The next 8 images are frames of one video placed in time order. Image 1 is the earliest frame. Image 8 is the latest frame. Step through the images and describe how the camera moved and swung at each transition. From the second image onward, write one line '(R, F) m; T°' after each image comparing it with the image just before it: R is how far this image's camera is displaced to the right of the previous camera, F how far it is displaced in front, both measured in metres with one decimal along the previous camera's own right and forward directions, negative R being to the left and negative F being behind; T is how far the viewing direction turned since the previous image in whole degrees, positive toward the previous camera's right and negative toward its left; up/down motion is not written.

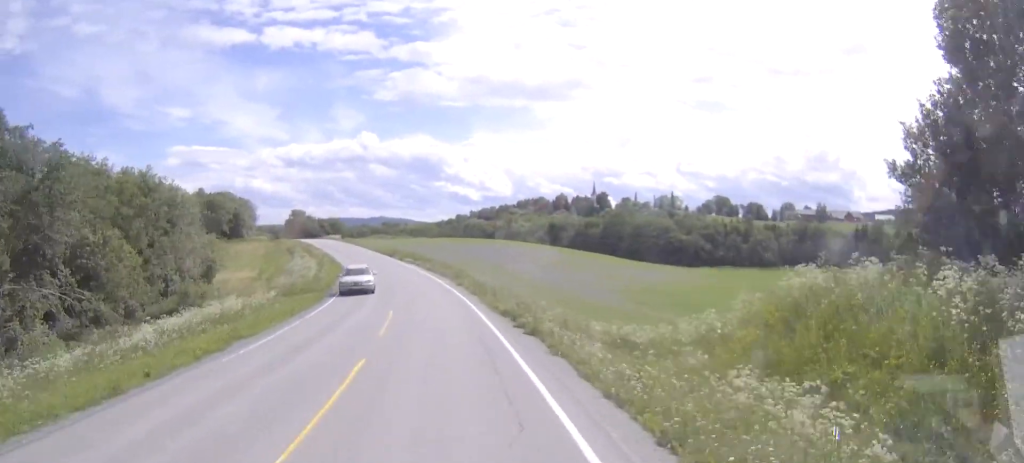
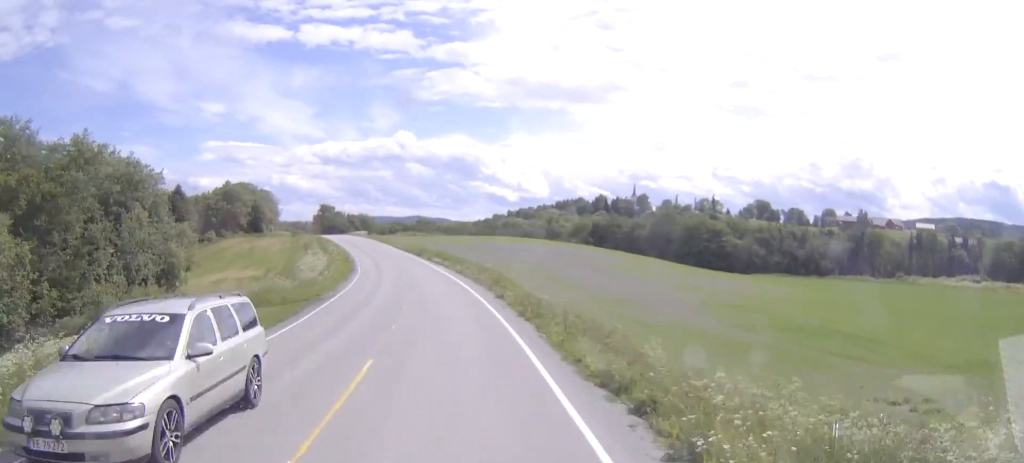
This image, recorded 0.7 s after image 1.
(-0.2, +12.4) m; -2°
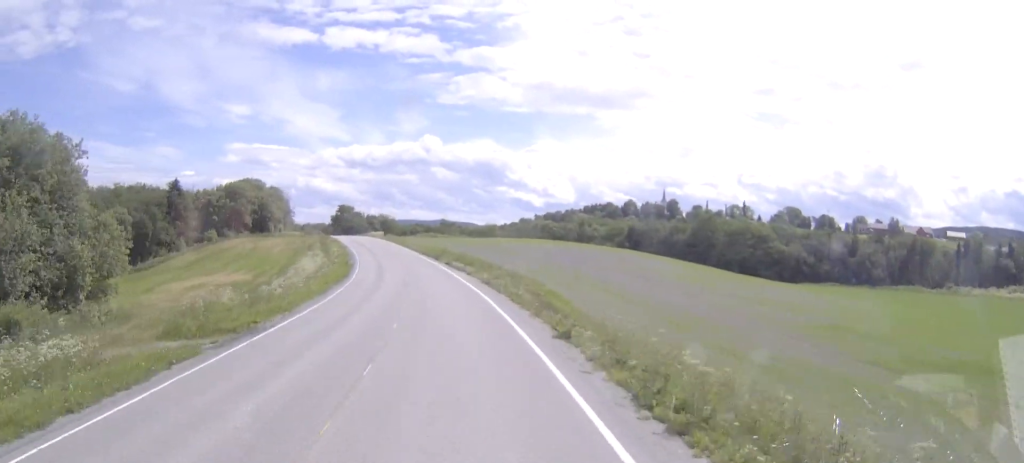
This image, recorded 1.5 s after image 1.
(-0.2, +13.2) m; -2°
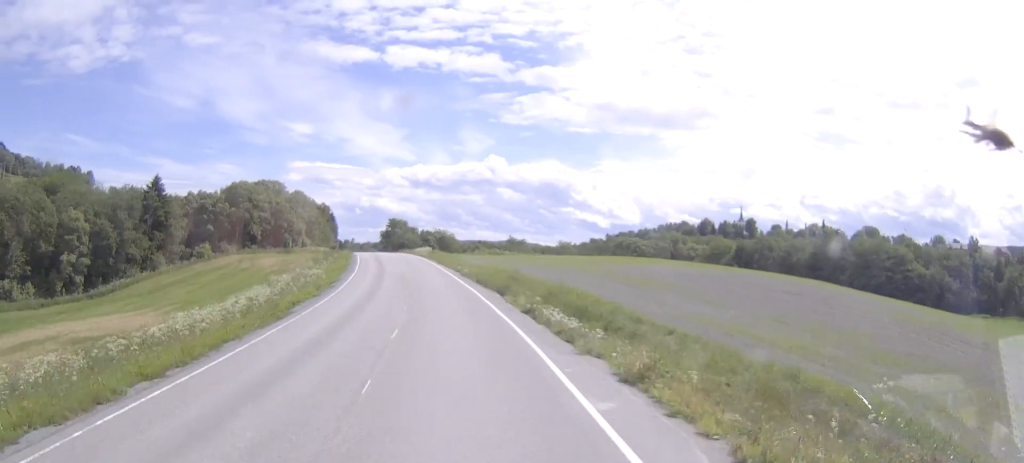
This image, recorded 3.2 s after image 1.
(-1.4, +31.1) m; -5°
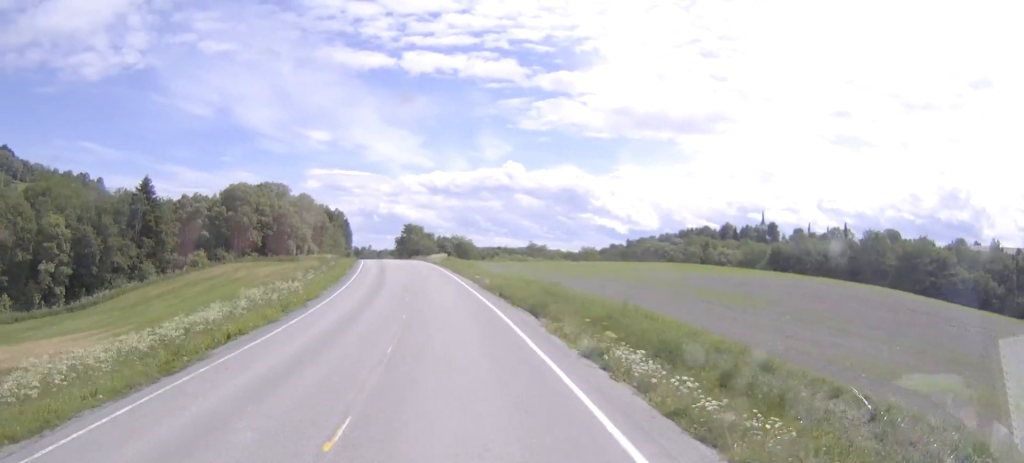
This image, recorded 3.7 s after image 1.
(0.0, +8.2) m; -1°
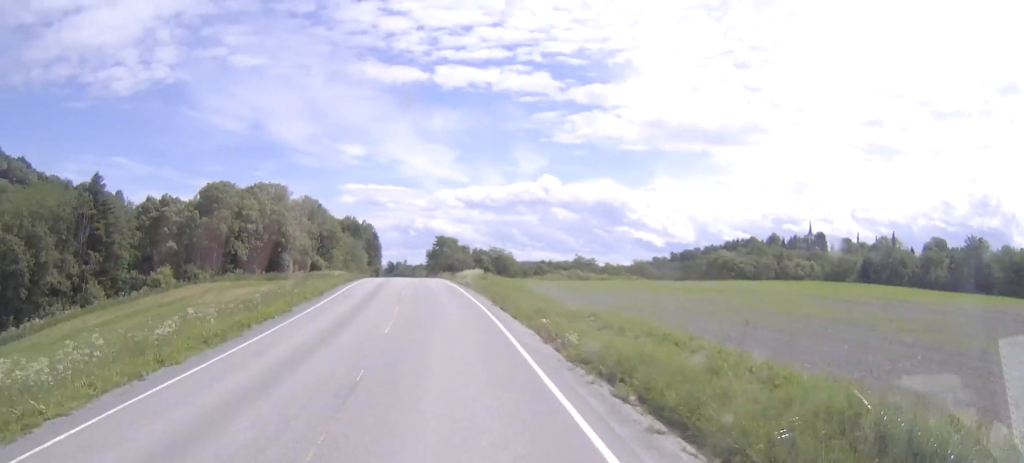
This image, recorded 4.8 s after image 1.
(-0.7, +20.8) m; -4°
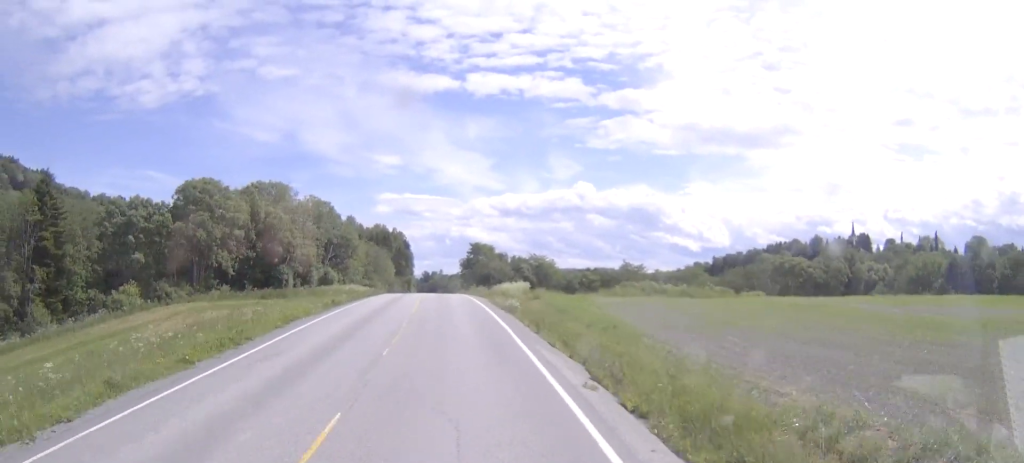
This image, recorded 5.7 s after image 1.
(-0.3, +14.8) m; -2°
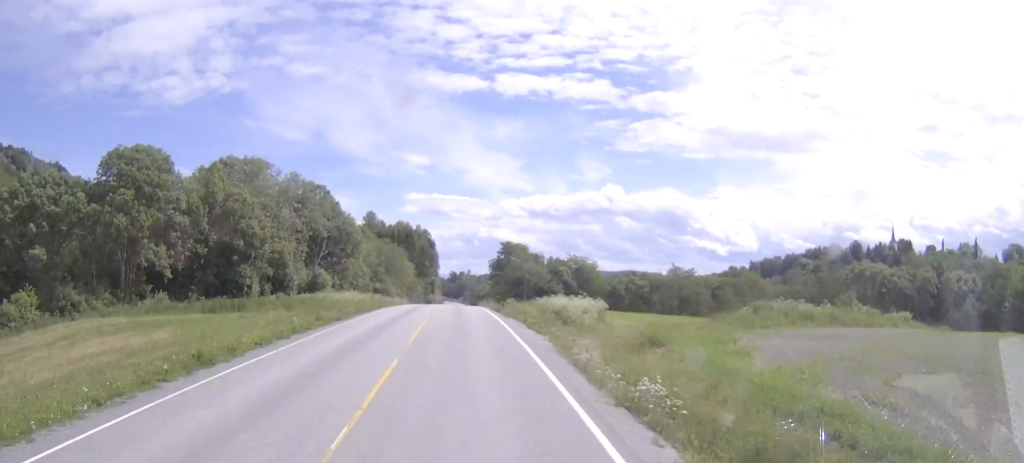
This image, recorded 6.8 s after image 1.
(-0.5, +18.9) m; -2°
